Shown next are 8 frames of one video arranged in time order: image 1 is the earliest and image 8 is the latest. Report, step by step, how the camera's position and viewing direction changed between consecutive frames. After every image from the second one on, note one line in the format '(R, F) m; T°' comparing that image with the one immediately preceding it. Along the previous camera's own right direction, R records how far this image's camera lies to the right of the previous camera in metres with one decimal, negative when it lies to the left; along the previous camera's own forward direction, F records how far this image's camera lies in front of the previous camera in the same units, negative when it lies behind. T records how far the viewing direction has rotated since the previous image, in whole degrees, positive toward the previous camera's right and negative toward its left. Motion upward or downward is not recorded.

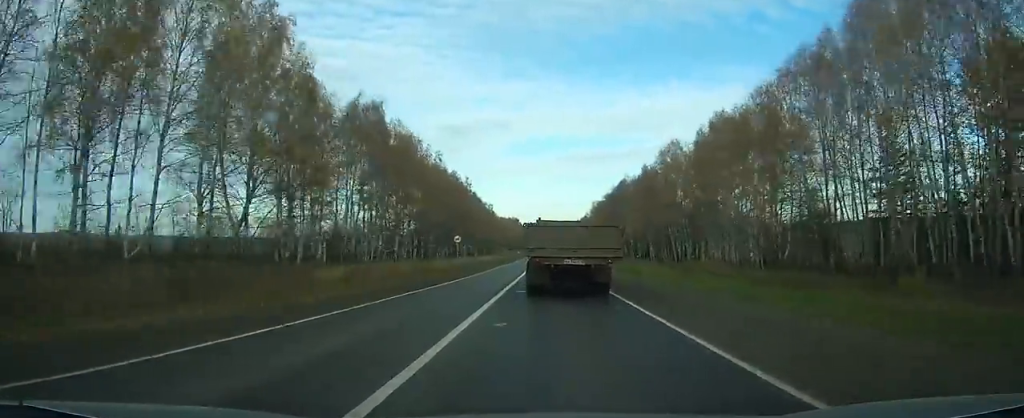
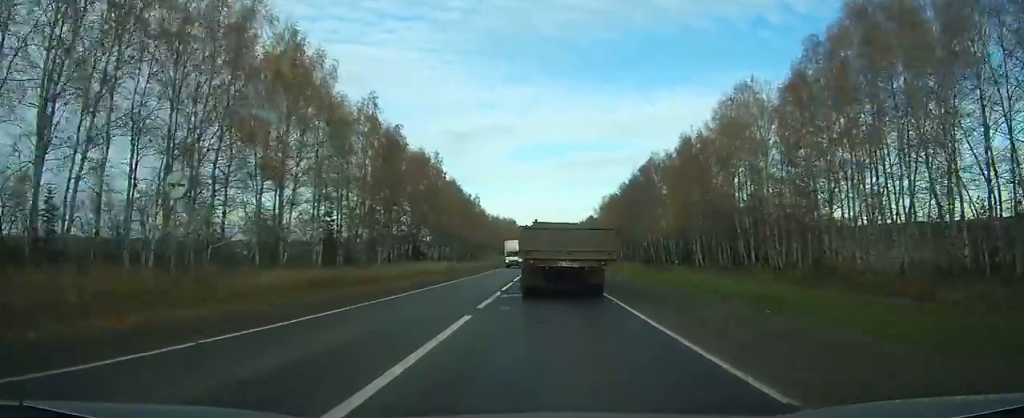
(+0.1, +45.6) m; 0°
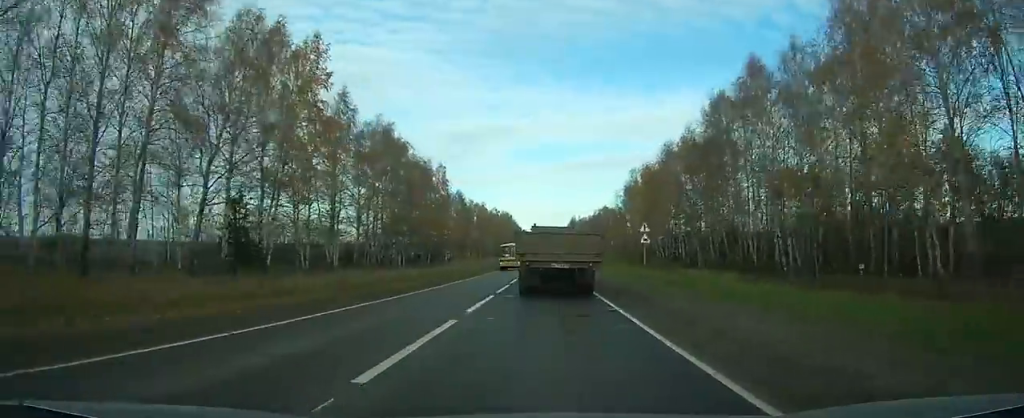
(0.0, +65.0) m; 0°
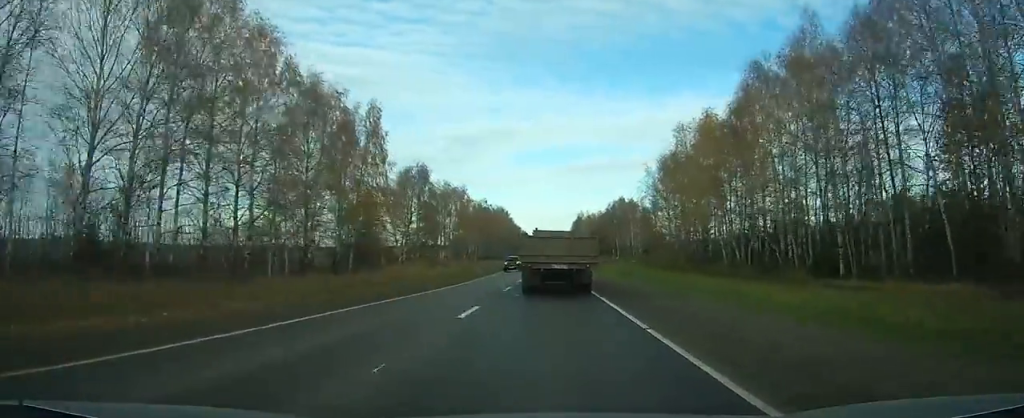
(0.0, +48.8) m; 0°
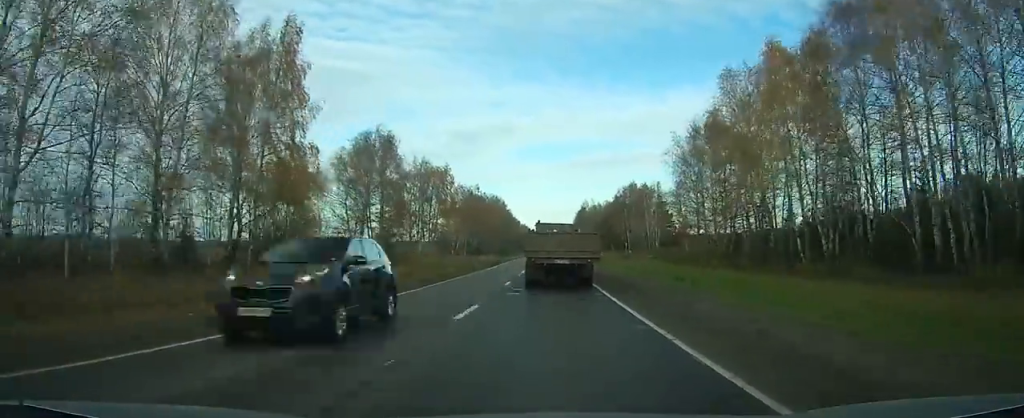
(+0.1, +24.9) m; 0°
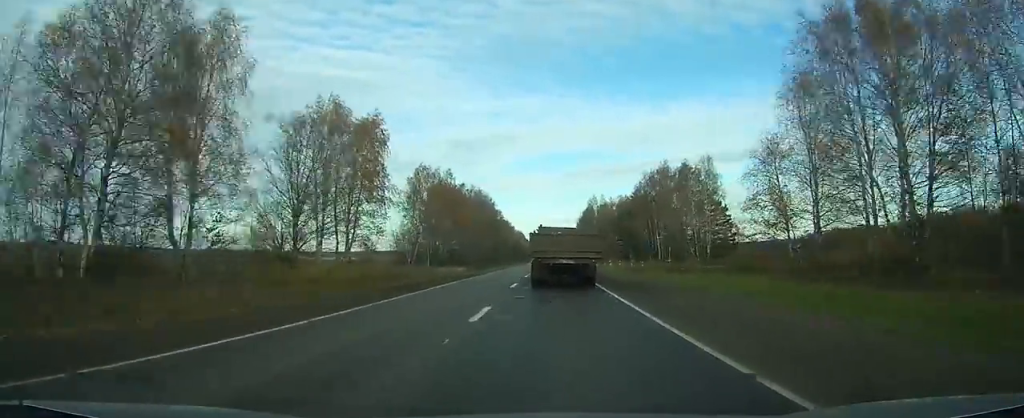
(-0.3, +48.1) m; 0°
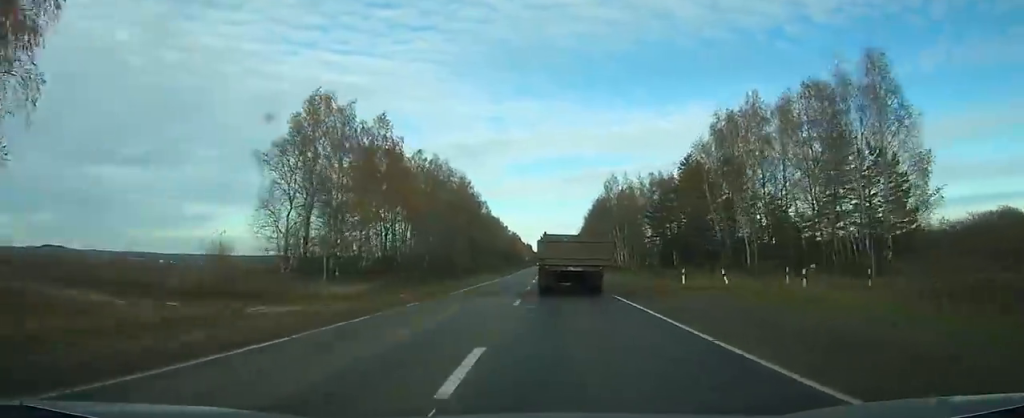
(+0.1, +53.7) m; 0°
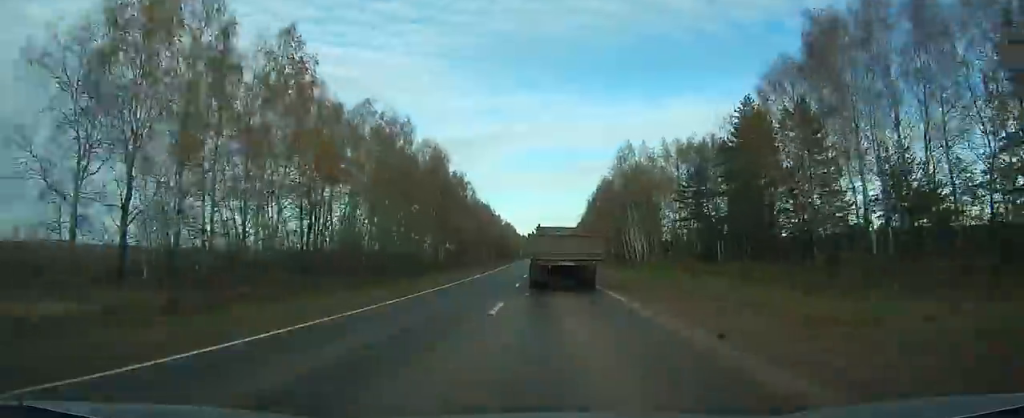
(0.0, +27.8) m; 0°
